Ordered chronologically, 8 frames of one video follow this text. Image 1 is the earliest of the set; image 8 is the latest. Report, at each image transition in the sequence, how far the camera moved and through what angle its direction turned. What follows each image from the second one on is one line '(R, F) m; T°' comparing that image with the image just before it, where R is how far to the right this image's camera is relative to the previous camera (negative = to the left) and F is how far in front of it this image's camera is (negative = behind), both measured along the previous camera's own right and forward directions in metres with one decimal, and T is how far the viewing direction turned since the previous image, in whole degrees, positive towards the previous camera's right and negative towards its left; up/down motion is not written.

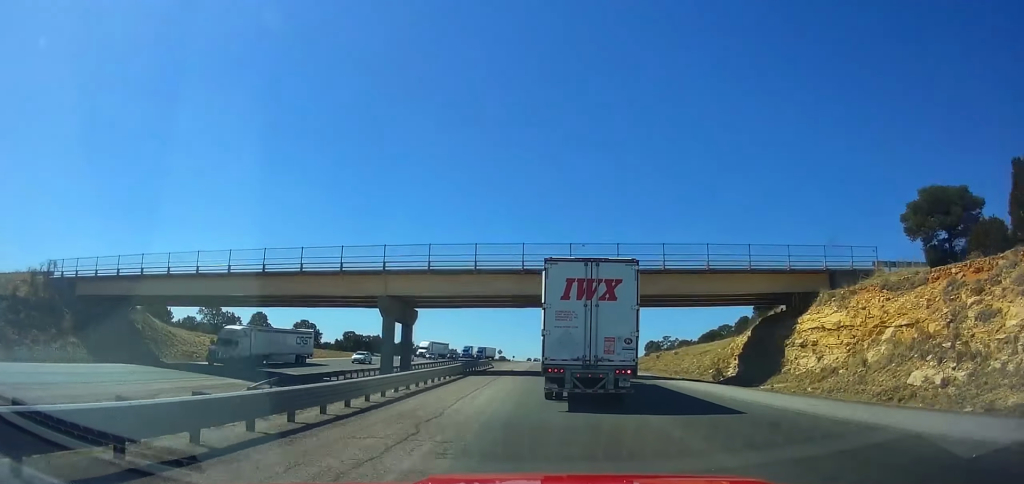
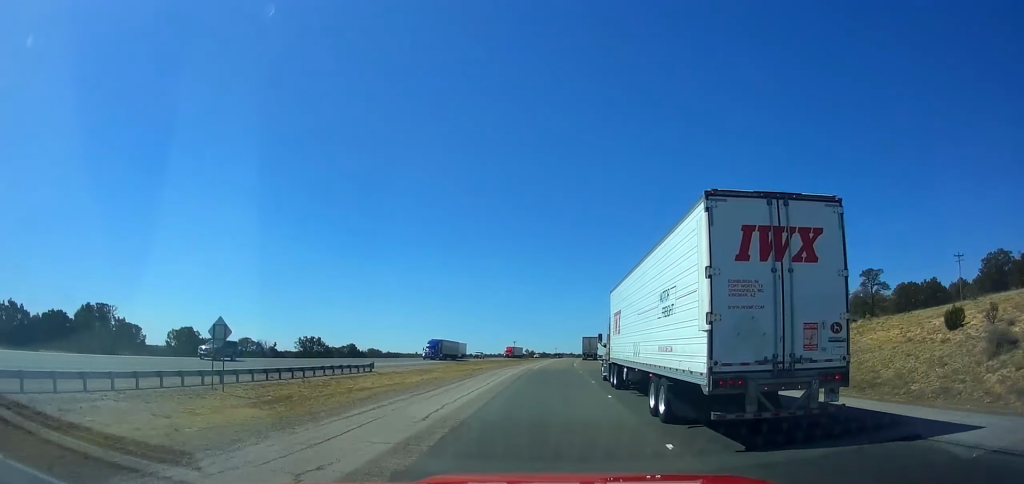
(+1.3, +132.1) m; +3°
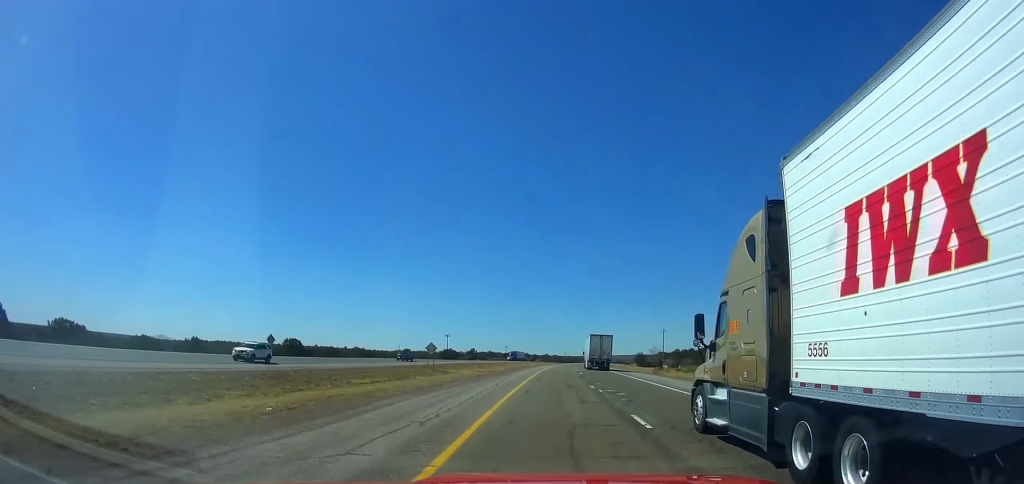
(+3.6, +97.3) m; +4°
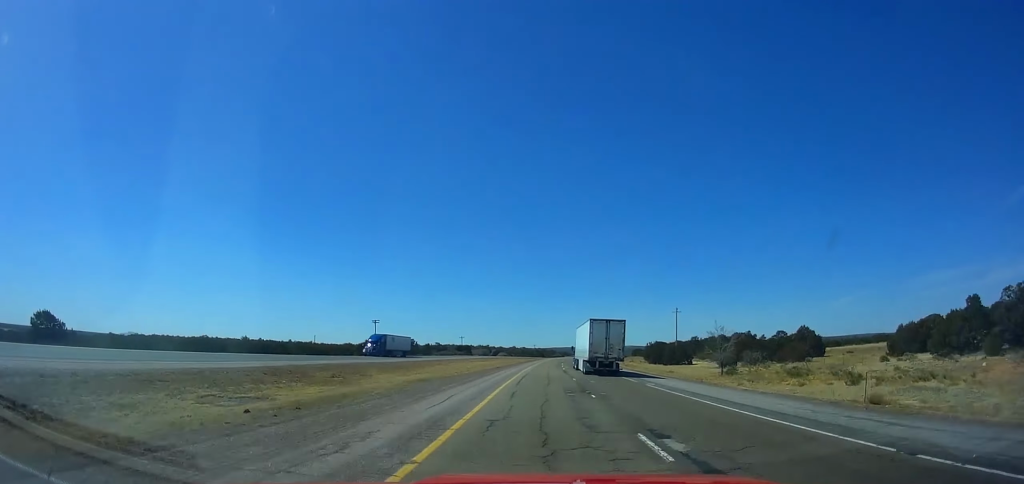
(+1.1, +62.6) m; +2°
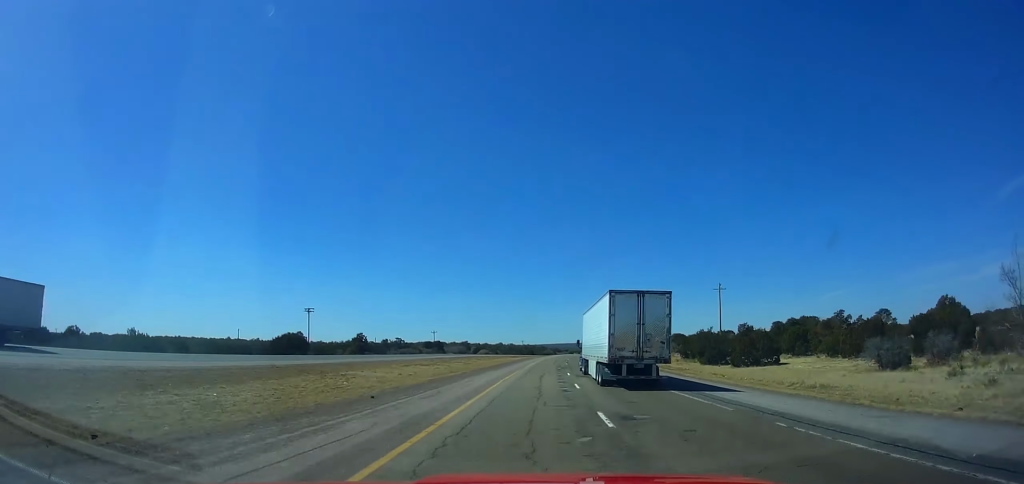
(+1.0, +44.5) m; +2°
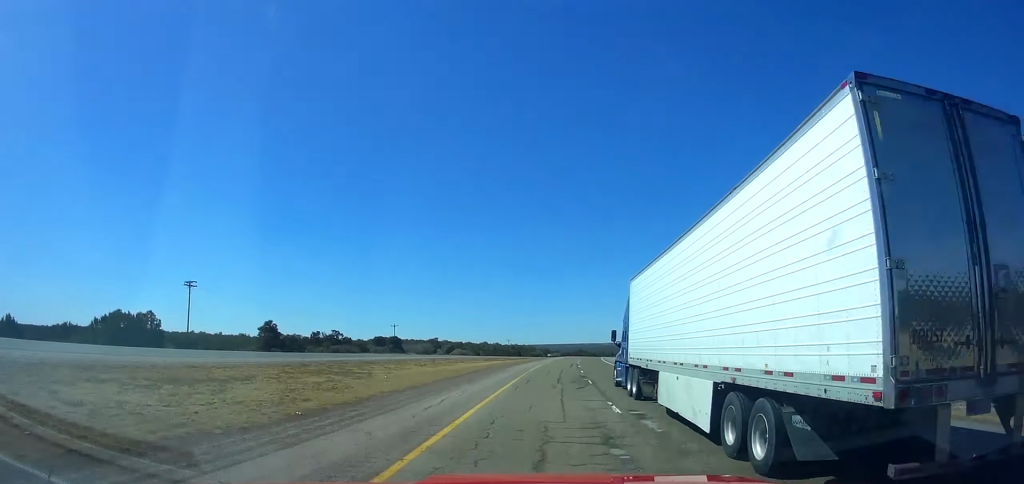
(0.0, +45.1) m; +2°
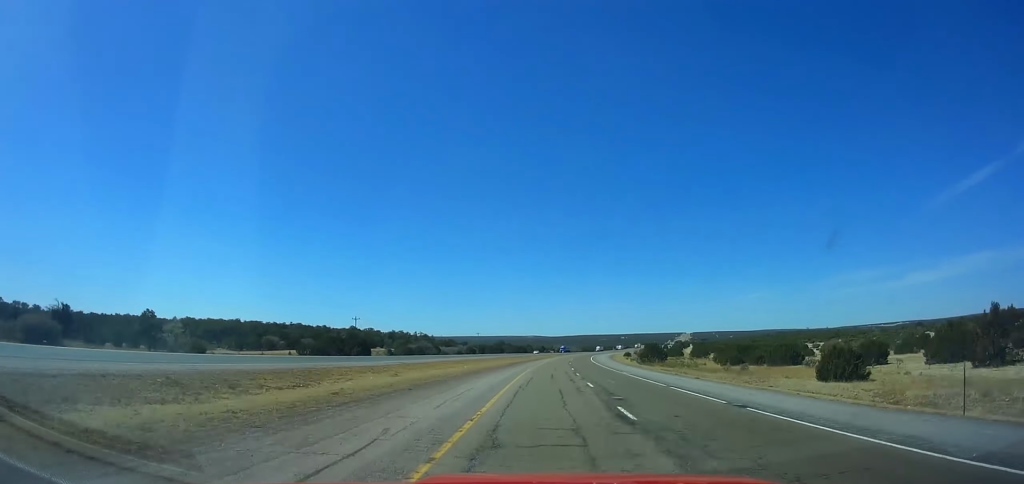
(+9.8, +157.0) m; +7°
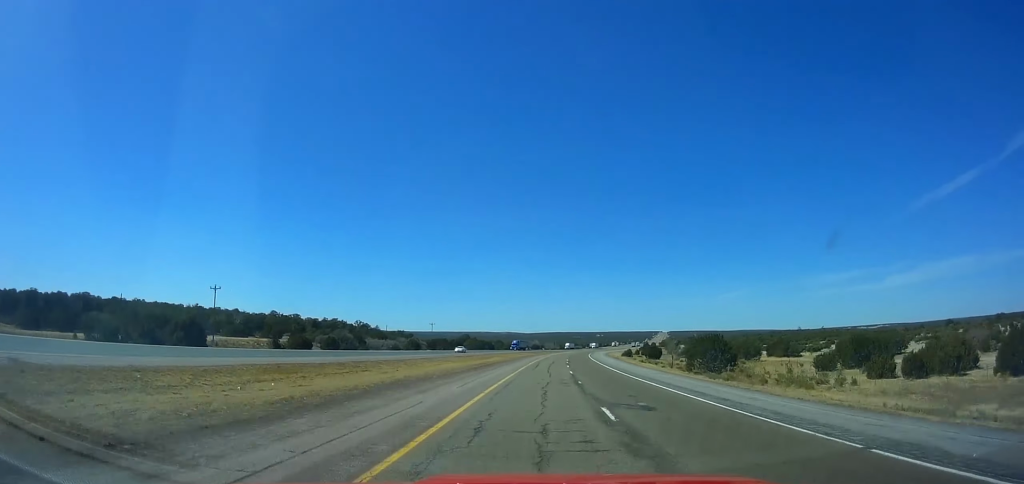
(+0.7, +60.4) m; +3°
